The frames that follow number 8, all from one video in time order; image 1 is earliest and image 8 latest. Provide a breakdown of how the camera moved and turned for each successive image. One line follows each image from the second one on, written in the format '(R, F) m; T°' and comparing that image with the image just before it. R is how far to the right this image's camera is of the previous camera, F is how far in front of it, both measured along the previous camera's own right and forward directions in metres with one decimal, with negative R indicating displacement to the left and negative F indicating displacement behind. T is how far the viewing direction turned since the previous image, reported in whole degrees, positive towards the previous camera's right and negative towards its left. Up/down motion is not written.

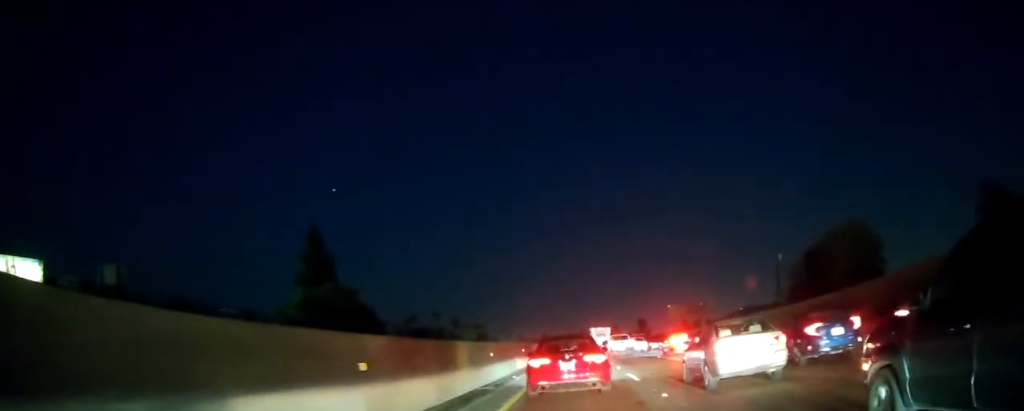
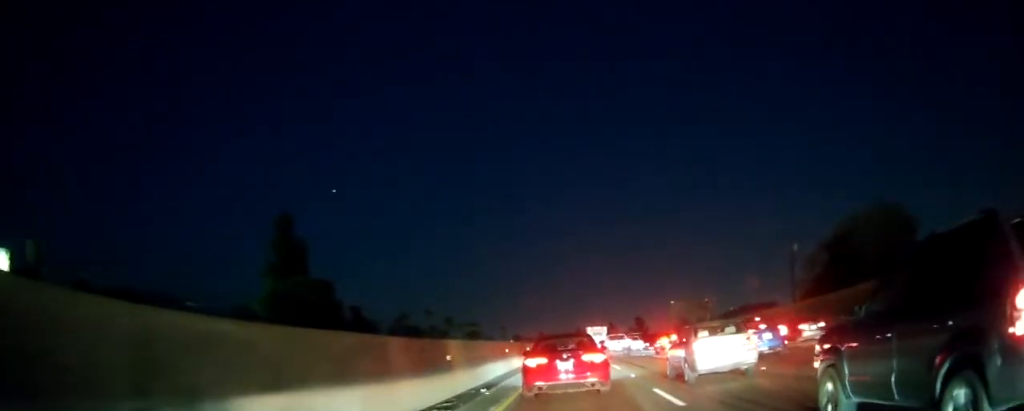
(+0.1, +7.5) m; +2°
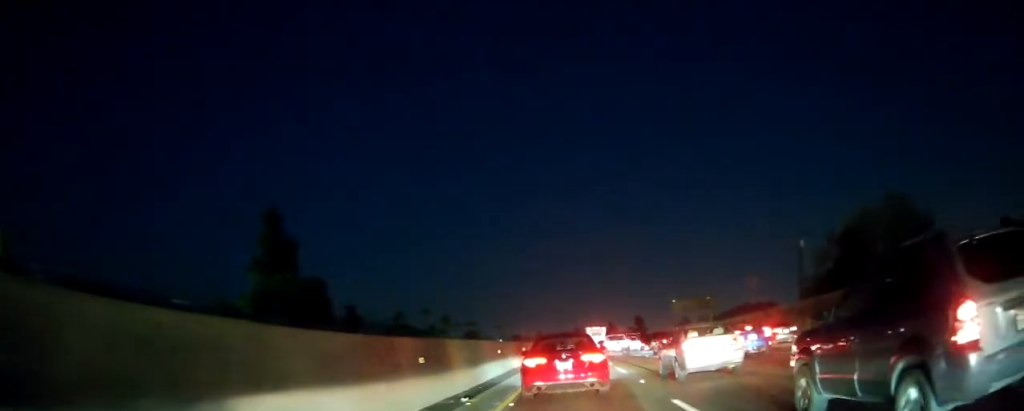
(0.0, +2.9) m; +1°
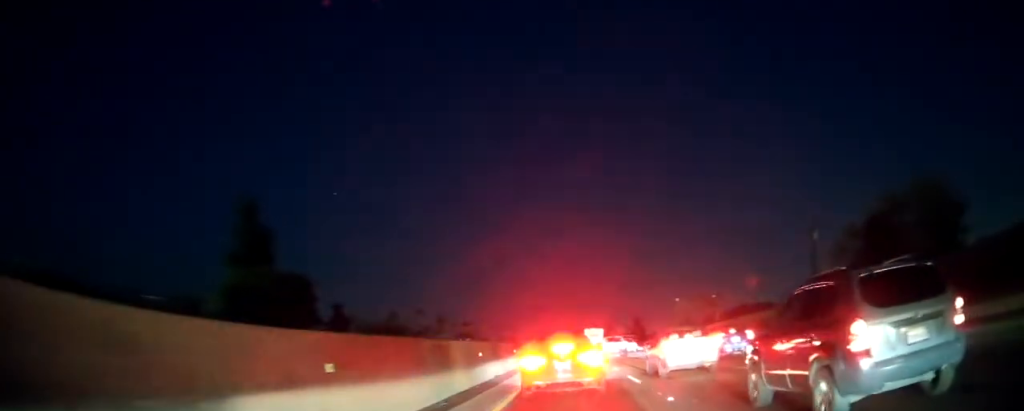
(0.0, +5.7) m; 0°
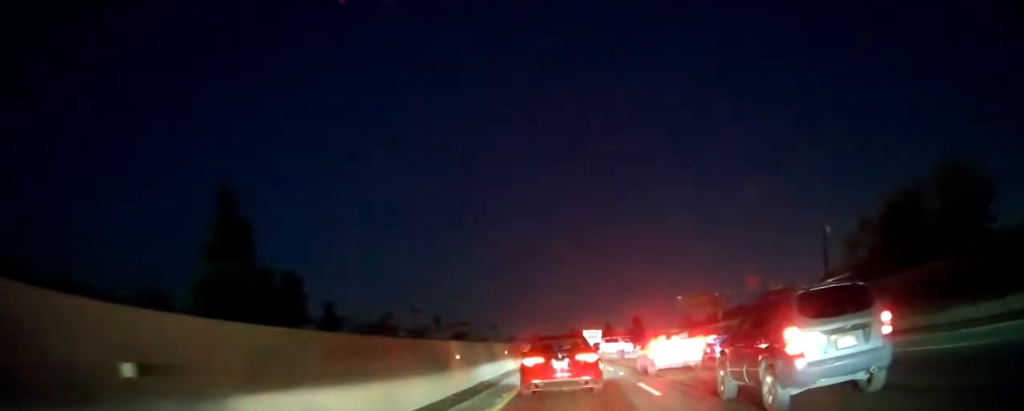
(0.0, +4.7) m; 0°
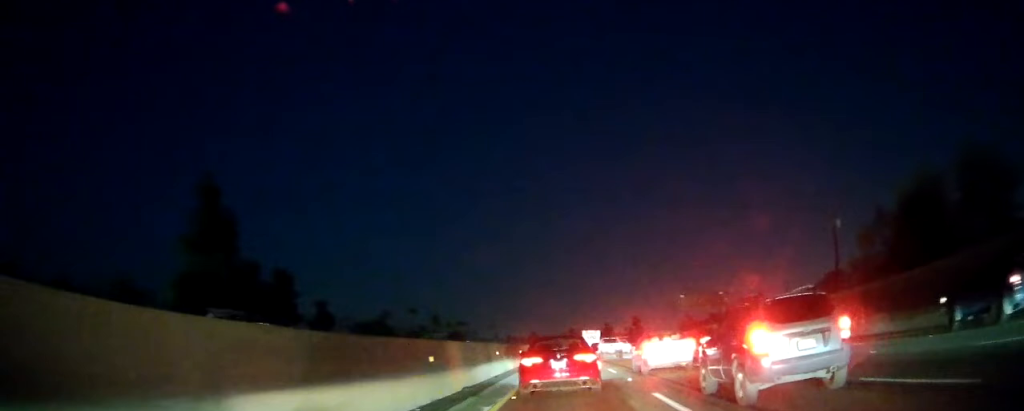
(0.0, +3.4) m; +2°
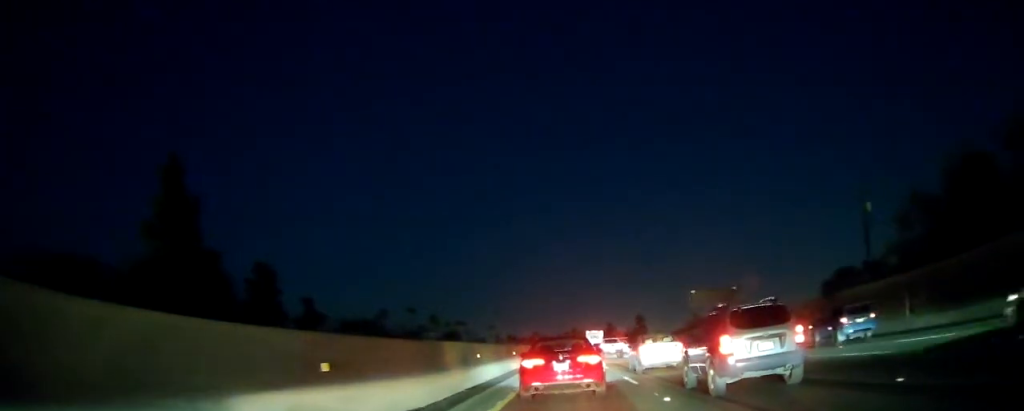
(+0.3, +7.0) m; +1°
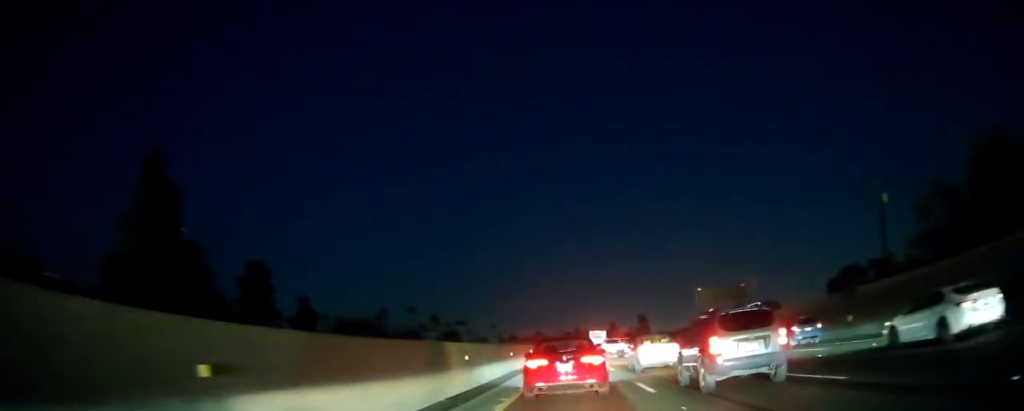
(-0.2, +3.2) m; -1°
